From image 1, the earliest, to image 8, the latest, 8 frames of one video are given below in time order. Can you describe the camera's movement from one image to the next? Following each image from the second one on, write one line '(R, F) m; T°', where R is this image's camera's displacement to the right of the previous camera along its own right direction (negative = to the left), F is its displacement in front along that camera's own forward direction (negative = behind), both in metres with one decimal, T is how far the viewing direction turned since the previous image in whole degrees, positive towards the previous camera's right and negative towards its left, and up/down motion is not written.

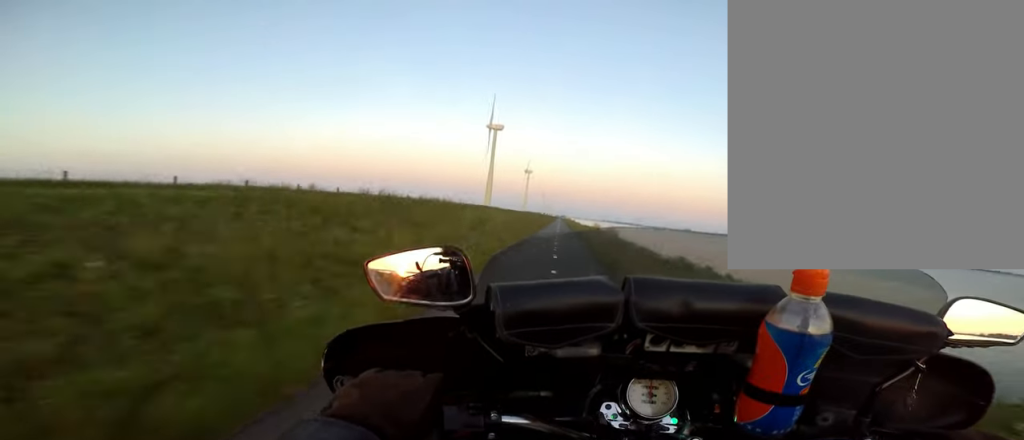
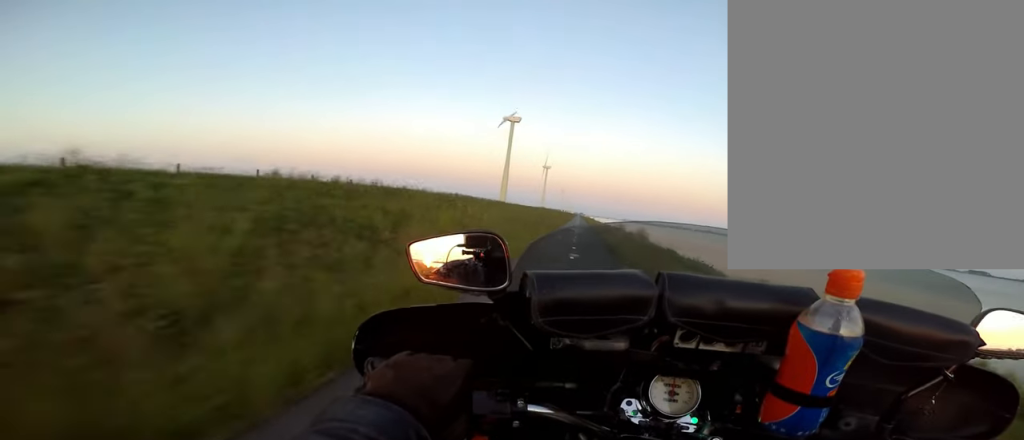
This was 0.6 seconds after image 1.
(+0.3, +10.2) m; +4°
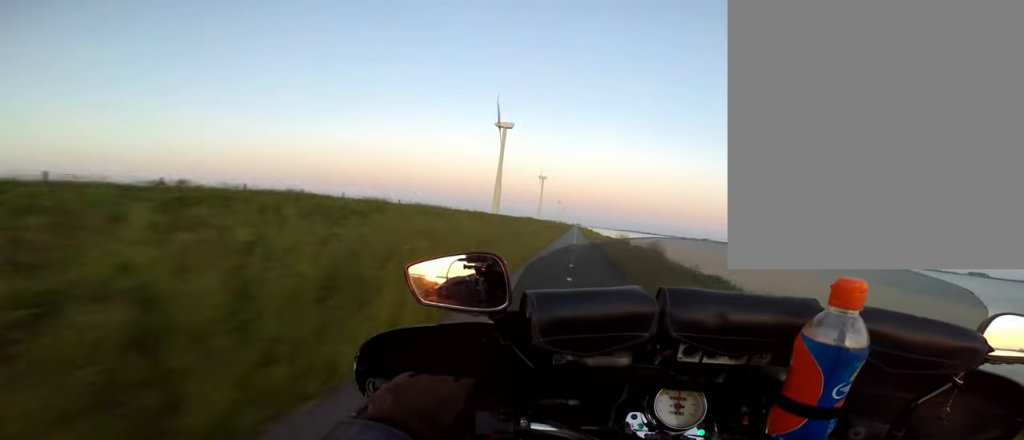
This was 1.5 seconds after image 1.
(+1.1, +14.0) m; -1°
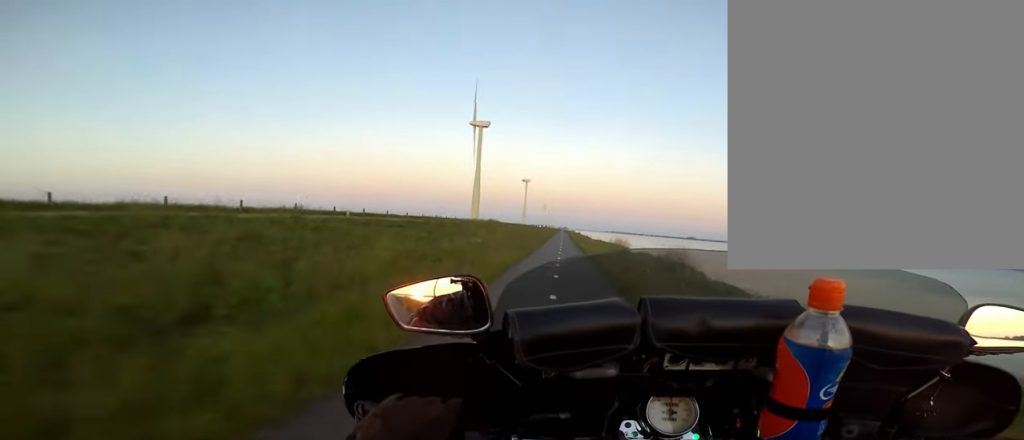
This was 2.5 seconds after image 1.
(-1.6, +16.3) m; -2°
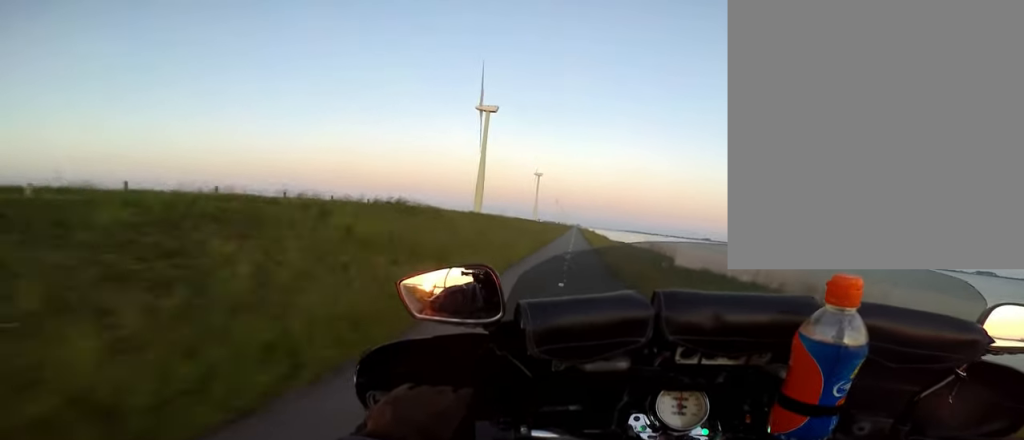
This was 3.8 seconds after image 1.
(+0.6, +19.8) m; 0°
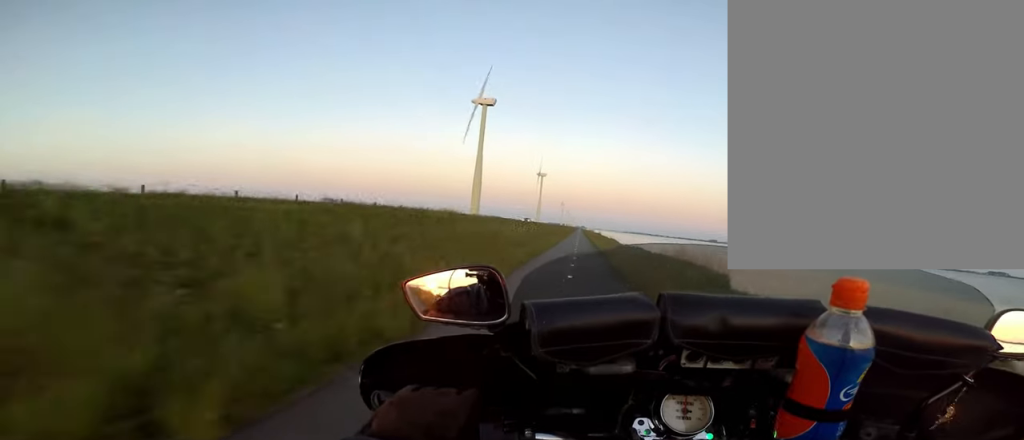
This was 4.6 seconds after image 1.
(-0.6, +13.3) m; 0°
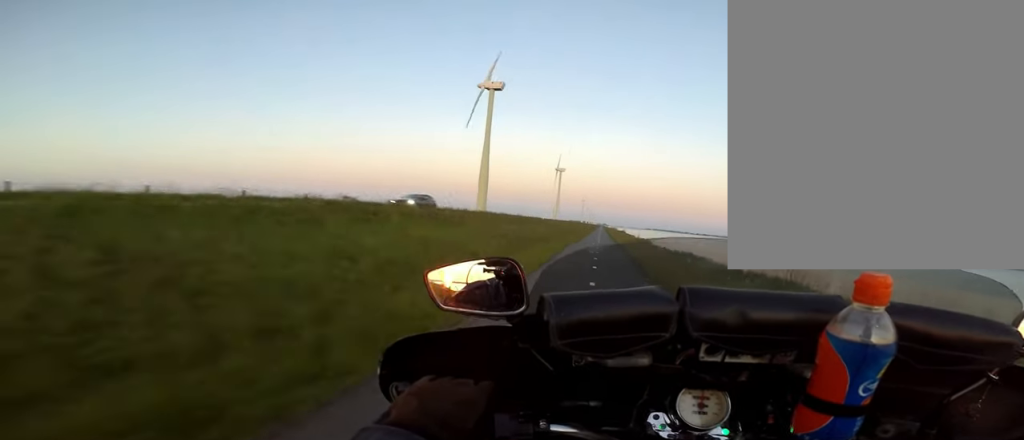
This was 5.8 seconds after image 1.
(+0.7, +19.6) m; 0°
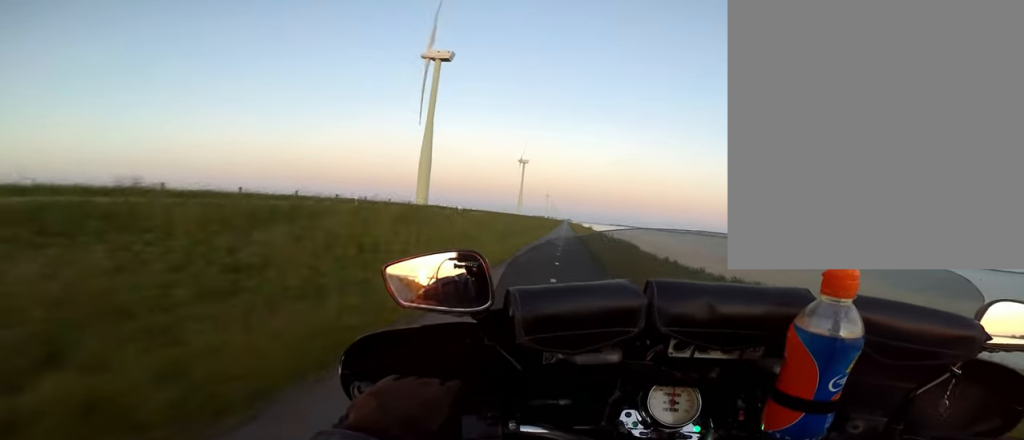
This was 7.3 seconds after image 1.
(-1.1, +24.1) m; +2°
